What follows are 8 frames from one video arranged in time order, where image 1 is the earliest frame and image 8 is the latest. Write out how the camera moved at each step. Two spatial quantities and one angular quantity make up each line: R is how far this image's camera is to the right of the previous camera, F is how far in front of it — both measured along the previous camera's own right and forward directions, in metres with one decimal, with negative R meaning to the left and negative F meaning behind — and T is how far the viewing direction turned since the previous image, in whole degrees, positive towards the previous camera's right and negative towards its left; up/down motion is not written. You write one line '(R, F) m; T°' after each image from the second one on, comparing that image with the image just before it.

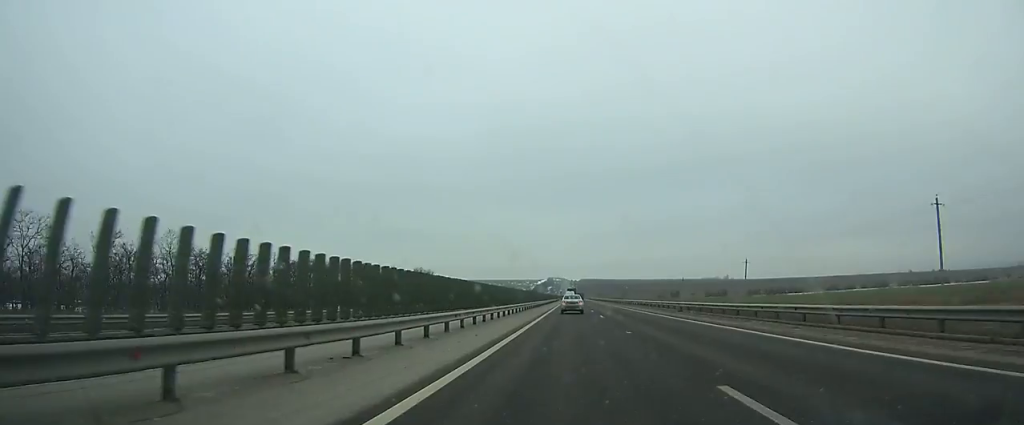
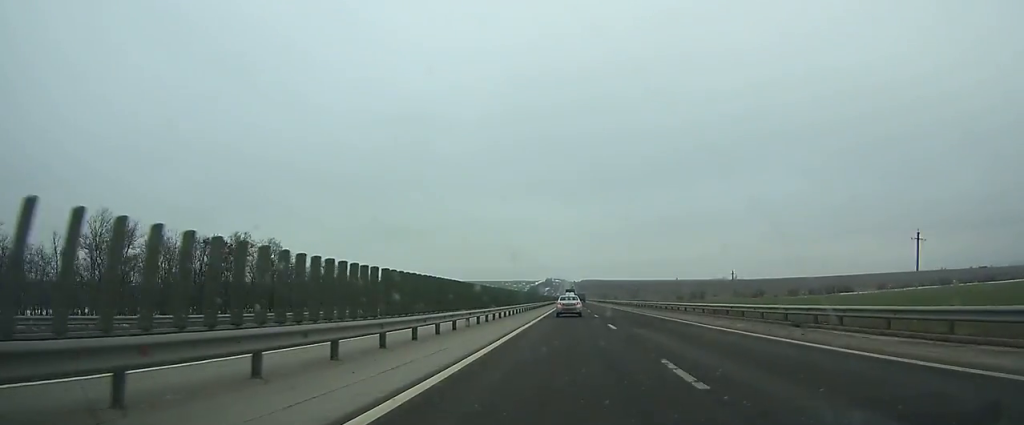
(0.0, +123.7) m; 0°
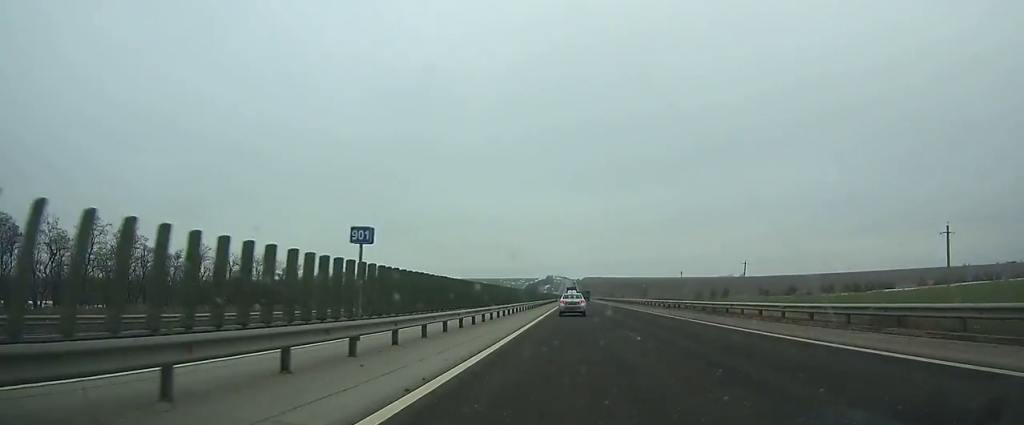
(-0.1, +70.6) m; 0°
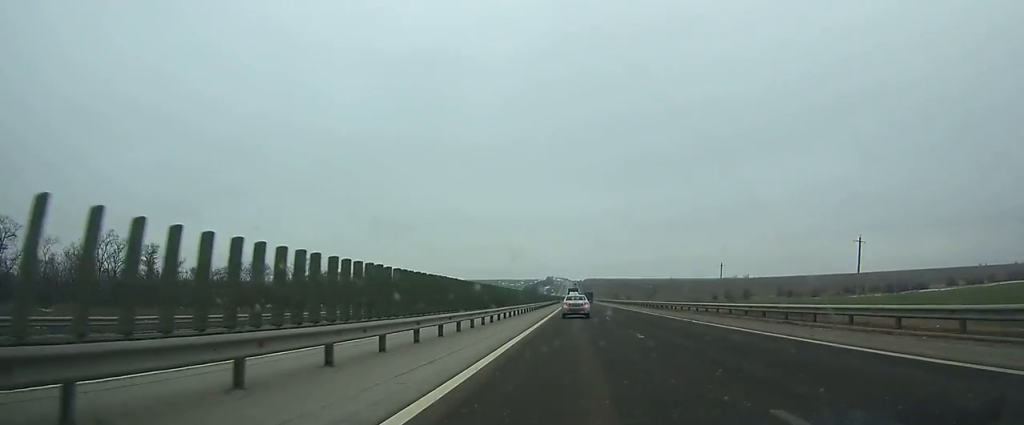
(0.0, +46.5) m; 0°
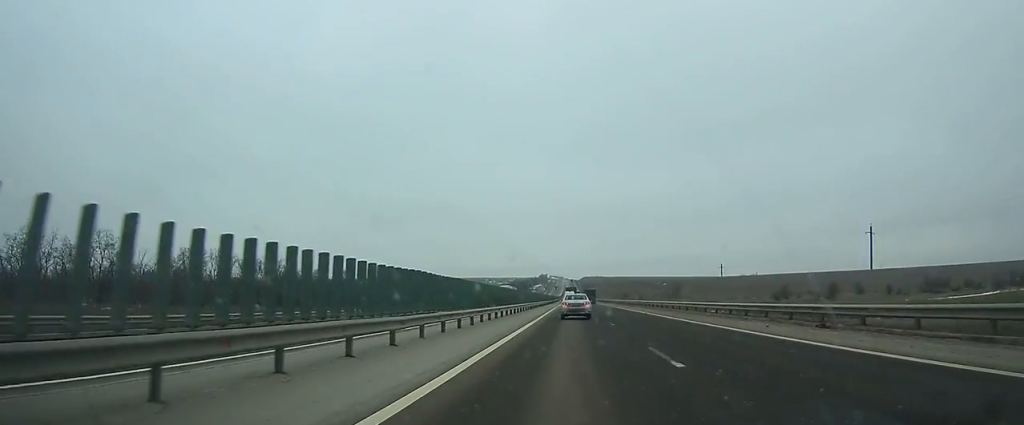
(+0.4, +133.9) m; 0°
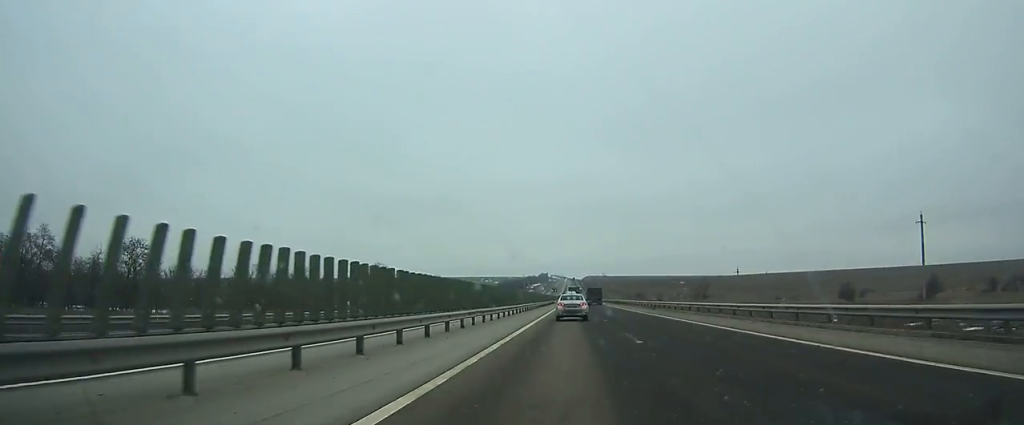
(-0.2, +73.7) m; 0°
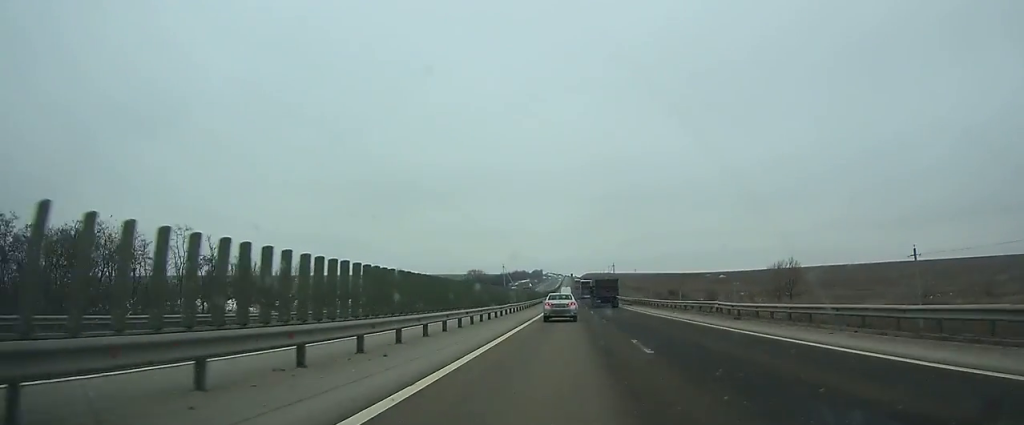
(+0.4, +130.7) m; 0°
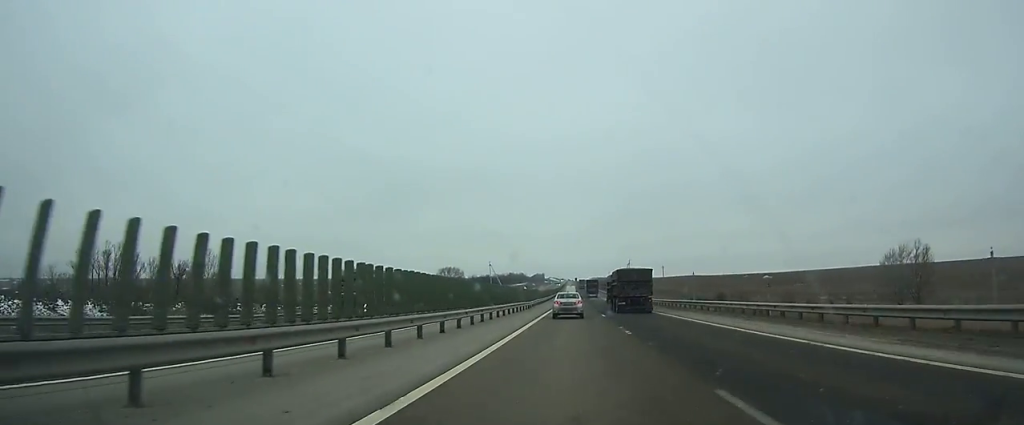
(-0.2, +73.6) m; 0°
